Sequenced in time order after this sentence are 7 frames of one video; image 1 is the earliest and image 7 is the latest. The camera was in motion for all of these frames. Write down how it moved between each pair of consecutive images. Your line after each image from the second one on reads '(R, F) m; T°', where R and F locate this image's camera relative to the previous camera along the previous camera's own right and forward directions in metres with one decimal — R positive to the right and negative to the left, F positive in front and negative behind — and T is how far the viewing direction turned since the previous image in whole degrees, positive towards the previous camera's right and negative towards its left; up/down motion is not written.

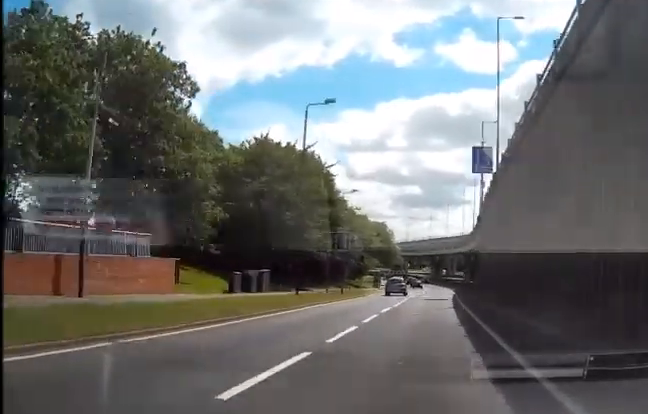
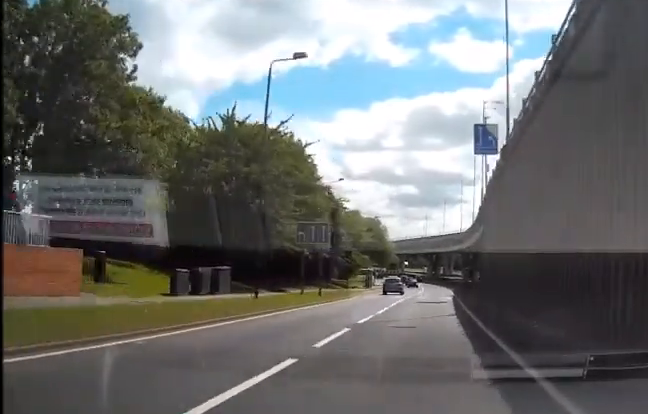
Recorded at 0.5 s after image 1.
(+0.1, +7.1) m; +1°
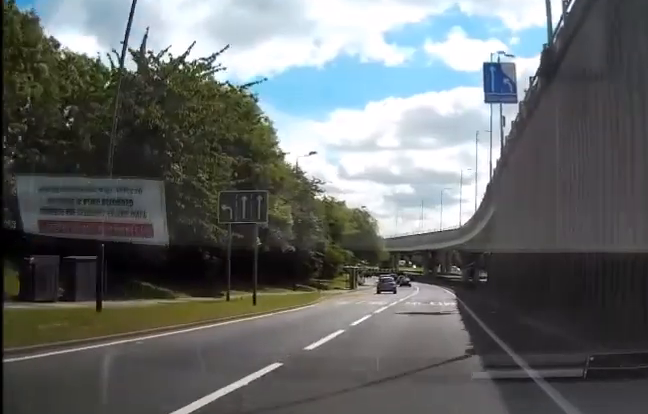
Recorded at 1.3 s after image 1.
(+0.1, +12.6) m; +1°
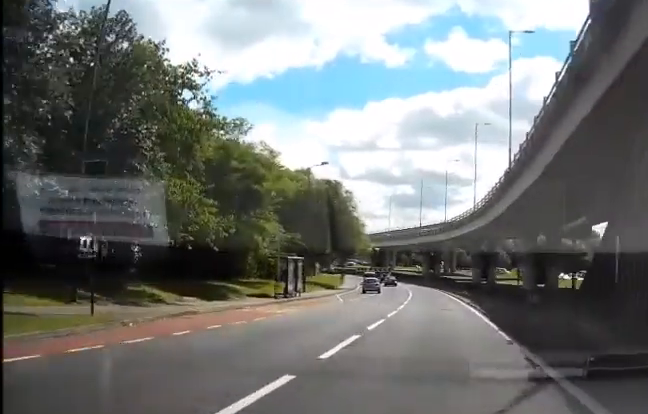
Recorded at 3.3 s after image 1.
(+0.2, +30.8) m; +1°
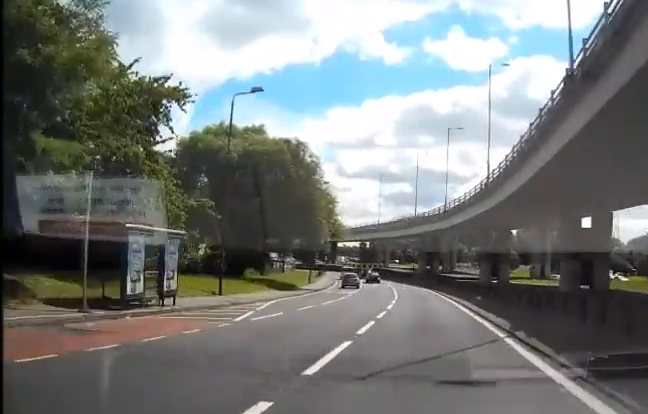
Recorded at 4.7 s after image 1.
(0.0, +19.9) m; -1°
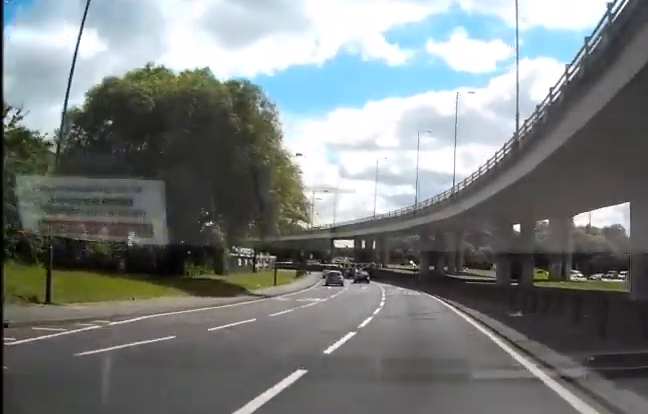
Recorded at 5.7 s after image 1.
(-0.3, +15.6) m; -1°
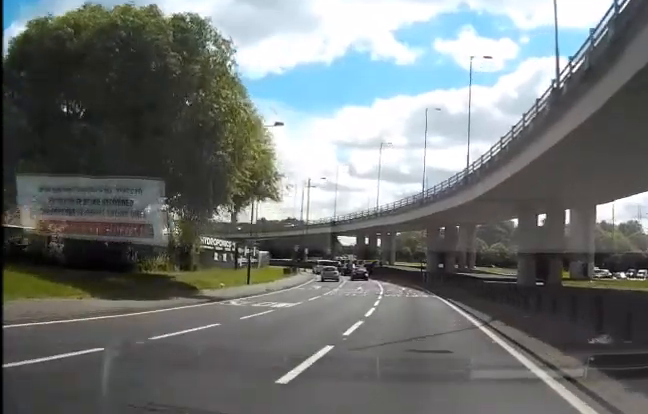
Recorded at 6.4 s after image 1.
(0.0, +9.5) m; 0°
